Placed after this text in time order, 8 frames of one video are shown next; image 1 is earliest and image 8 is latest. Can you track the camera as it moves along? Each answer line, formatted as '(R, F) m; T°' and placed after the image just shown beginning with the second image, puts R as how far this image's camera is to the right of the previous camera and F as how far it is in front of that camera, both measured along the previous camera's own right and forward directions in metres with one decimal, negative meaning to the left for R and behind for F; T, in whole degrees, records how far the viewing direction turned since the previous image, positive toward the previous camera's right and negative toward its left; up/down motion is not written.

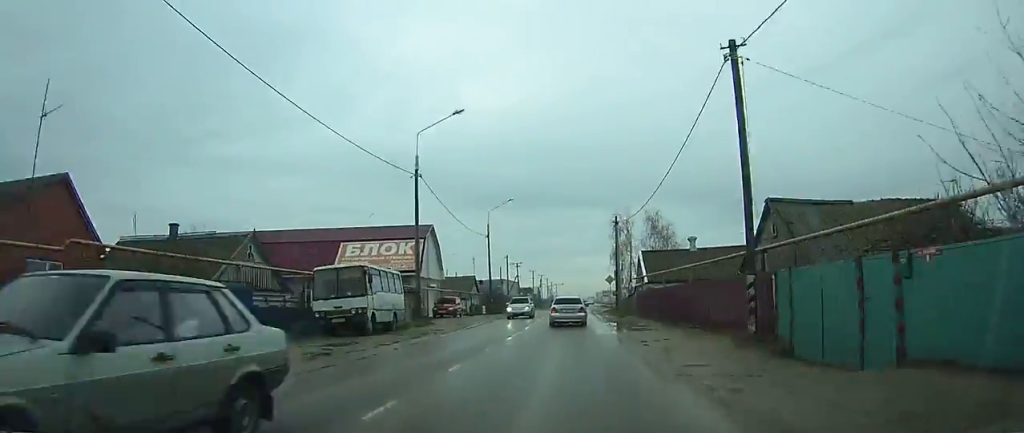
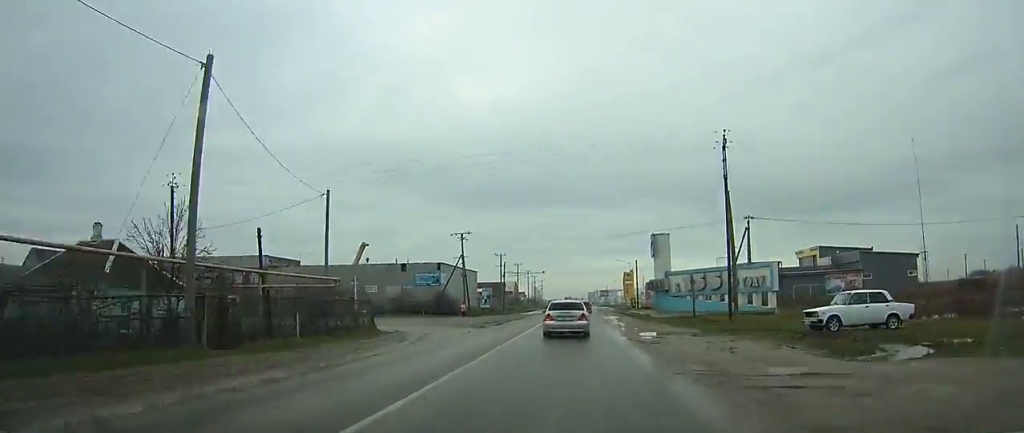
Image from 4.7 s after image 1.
(+0.2, +65.1) m; +1°
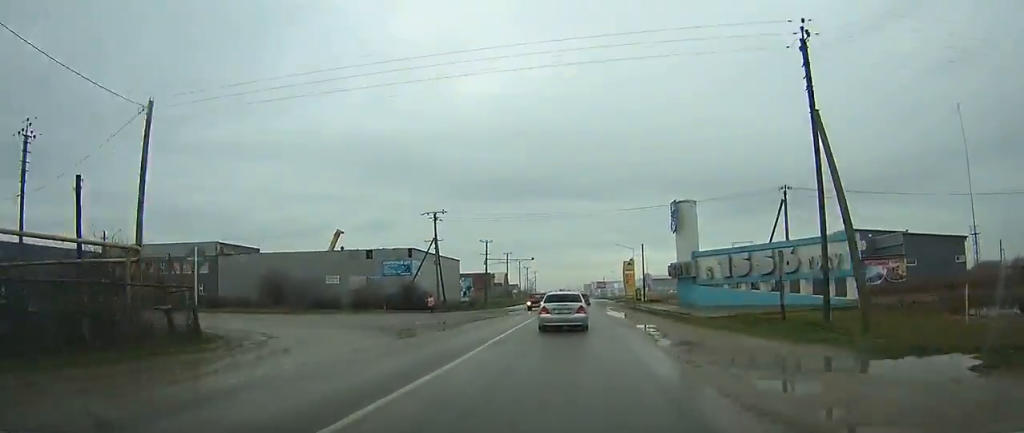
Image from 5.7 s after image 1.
(0.0, +13.5) m; 0°
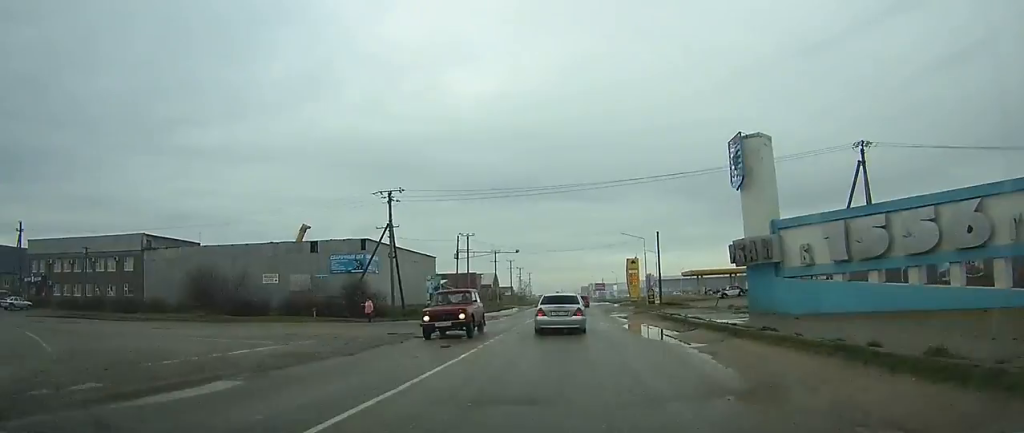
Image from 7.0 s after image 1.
(+0.1, +16.7) m; +1°
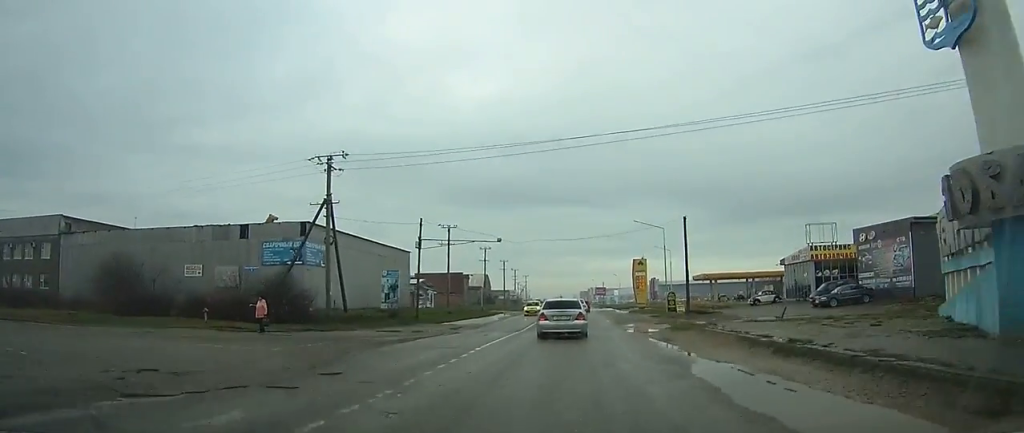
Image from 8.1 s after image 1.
(0.0, +14.9) m; +1°
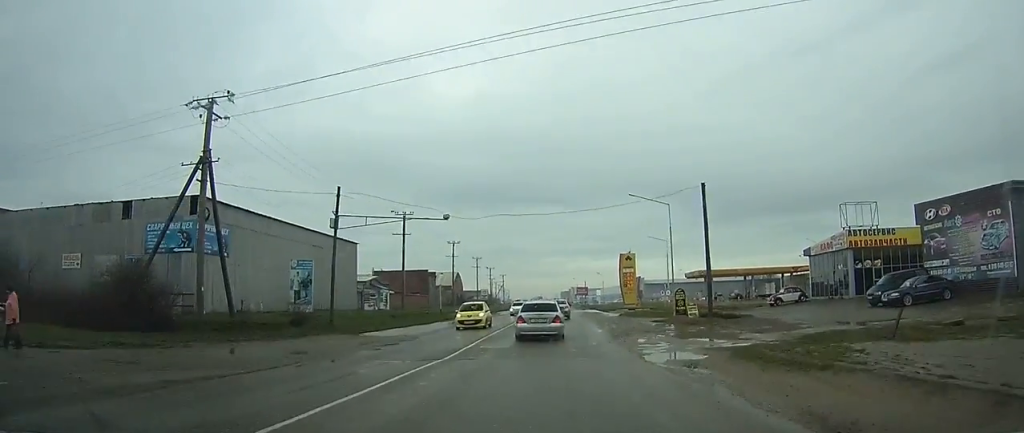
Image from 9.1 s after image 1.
(+0.1, +13.2) m; 0°
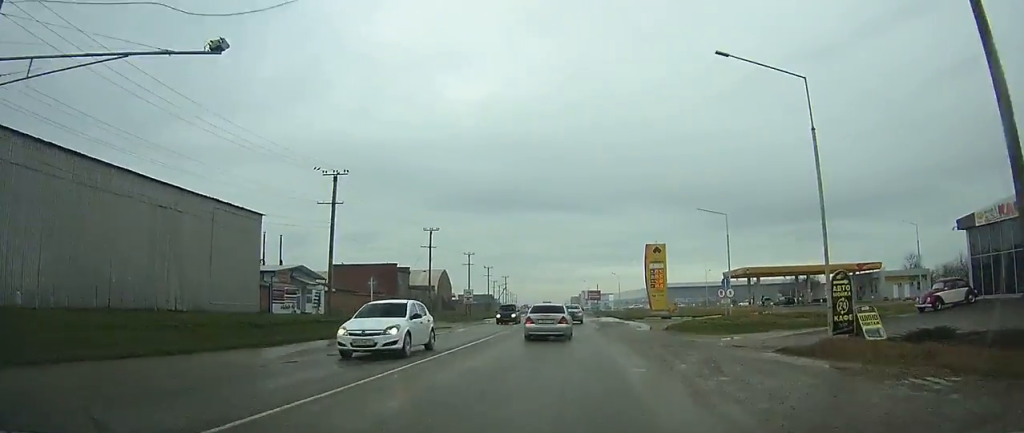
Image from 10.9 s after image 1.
(+0.1, +23.3) m; 0°
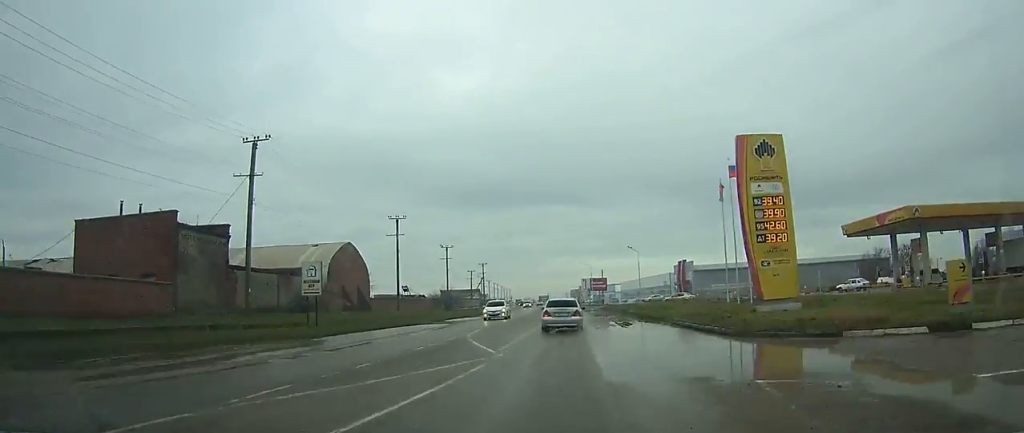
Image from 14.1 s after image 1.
(-0.1, +44.7) m; -1°
